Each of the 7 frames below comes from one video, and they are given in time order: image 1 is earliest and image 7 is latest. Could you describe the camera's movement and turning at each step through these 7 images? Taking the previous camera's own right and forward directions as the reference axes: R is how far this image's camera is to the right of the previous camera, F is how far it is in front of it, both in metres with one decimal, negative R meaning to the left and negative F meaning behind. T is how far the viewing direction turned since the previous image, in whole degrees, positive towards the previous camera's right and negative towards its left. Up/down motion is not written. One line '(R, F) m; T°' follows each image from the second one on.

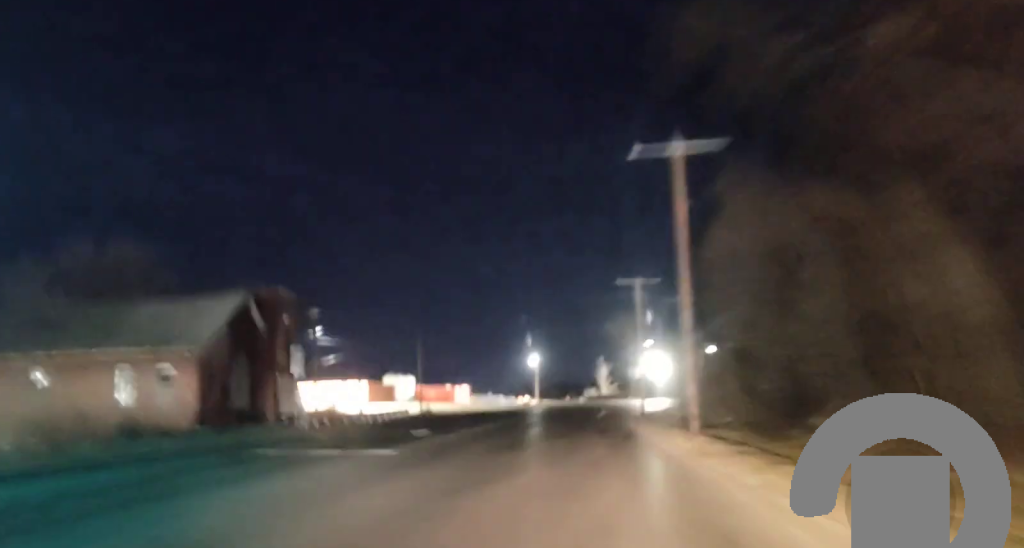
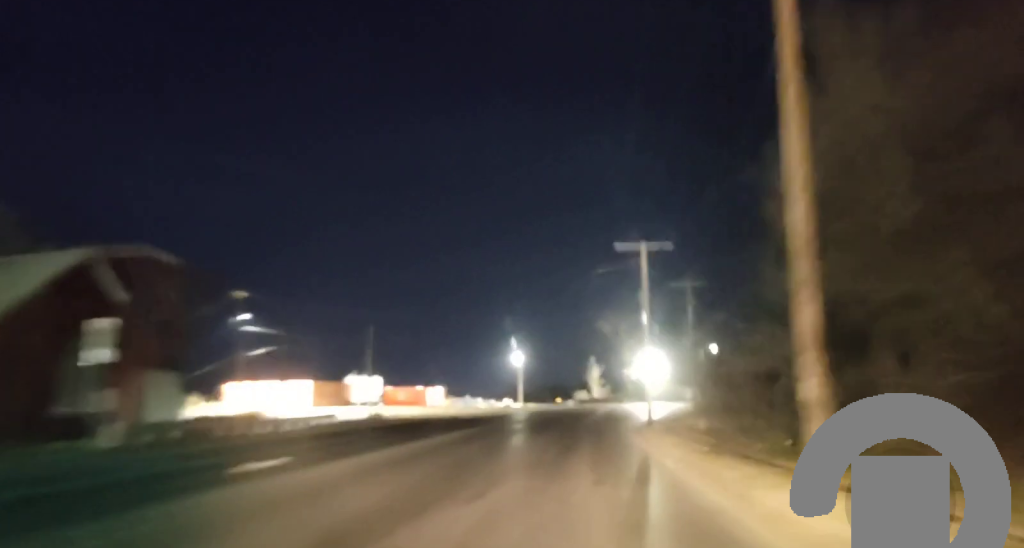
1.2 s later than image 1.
(+0.1, +15.7) m; 0°
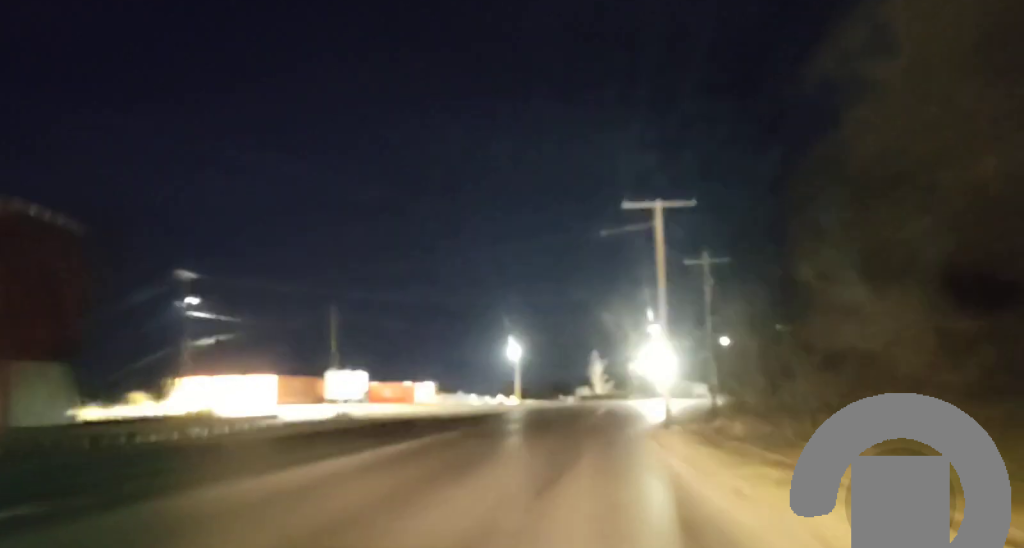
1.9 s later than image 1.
(-0.1, +9.7) m; 0°
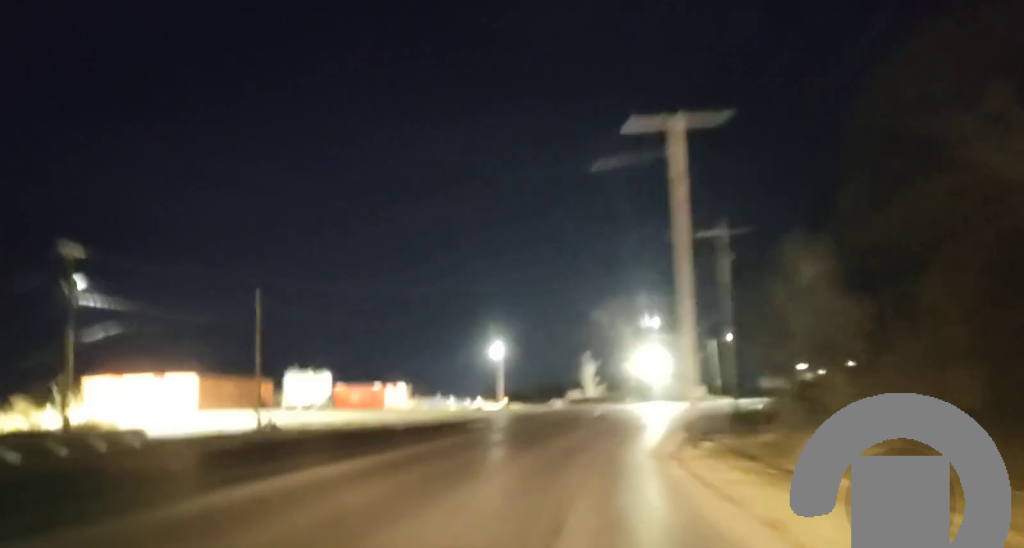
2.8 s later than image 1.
(0.0, +11.9) m; 0°
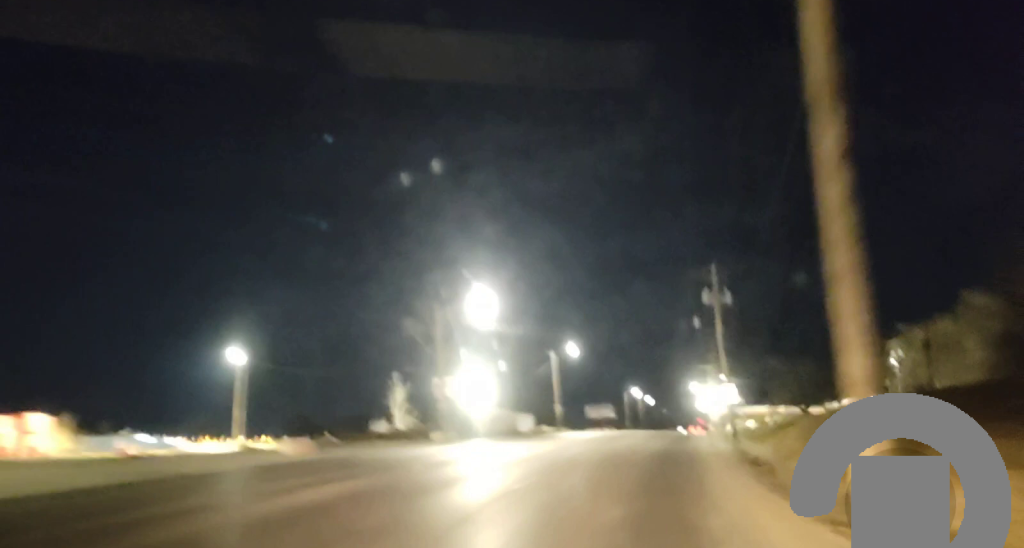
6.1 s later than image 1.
(+2.9, +41.9) m; +12°
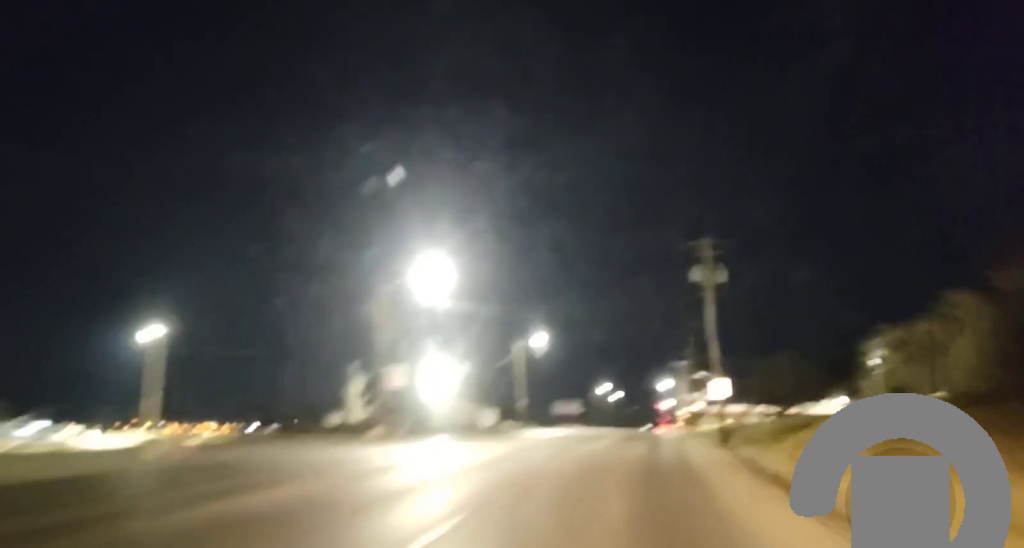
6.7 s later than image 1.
(+0.3, +8.6) m; +3°
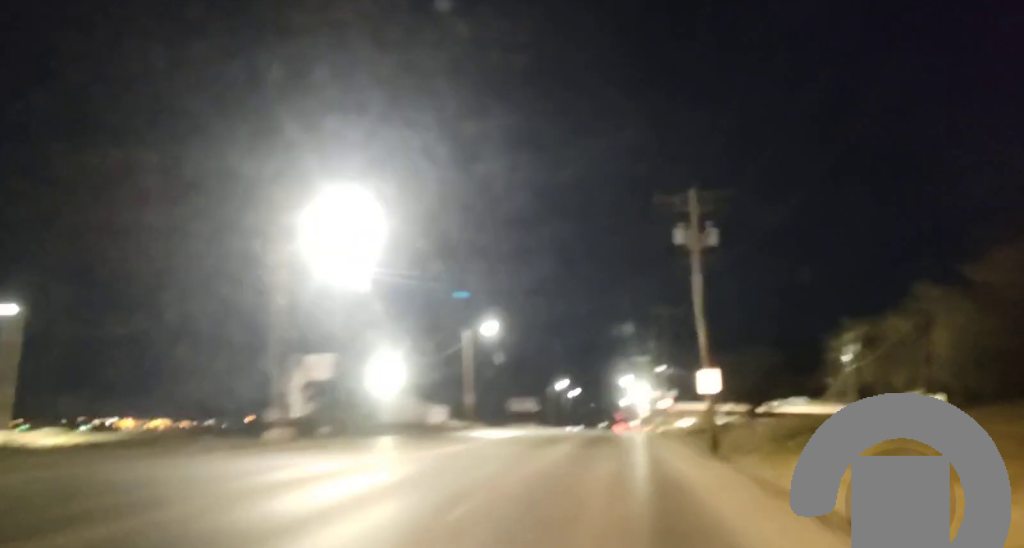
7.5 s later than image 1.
(+0.3, +9.3) m; +2°
